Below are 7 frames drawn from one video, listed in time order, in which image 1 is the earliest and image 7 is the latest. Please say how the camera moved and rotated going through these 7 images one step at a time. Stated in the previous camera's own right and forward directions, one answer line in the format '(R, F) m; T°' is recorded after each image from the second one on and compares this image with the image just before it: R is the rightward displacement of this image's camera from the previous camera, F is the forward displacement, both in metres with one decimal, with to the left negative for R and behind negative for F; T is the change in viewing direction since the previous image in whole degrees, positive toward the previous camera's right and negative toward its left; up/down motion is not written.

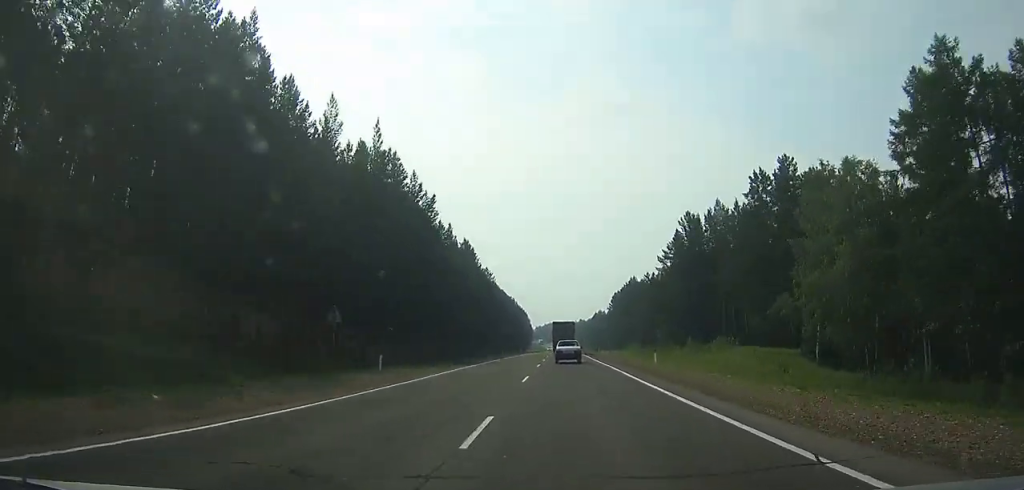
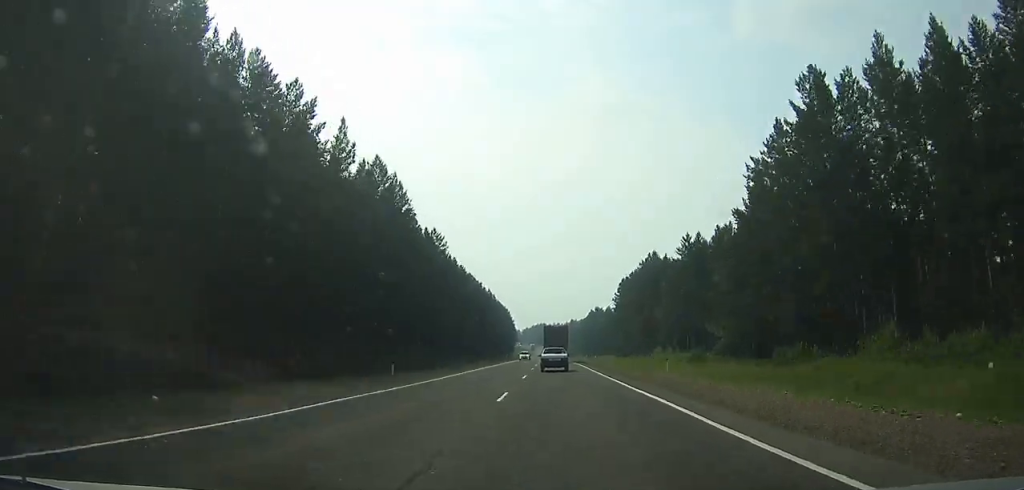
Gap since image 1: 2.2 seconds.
(+0.2, +54.4) m; 0°
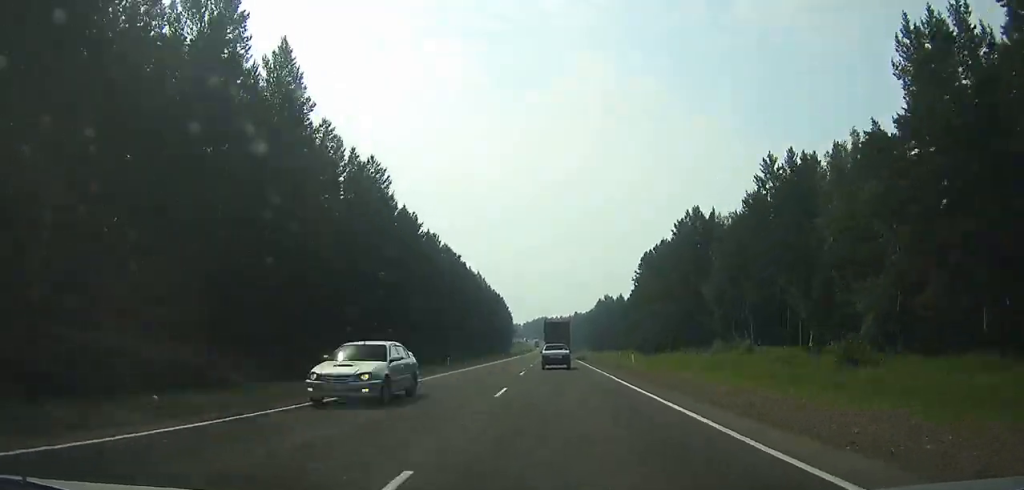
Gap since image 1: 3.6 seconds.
(+0.1, +34.5) m; 0°
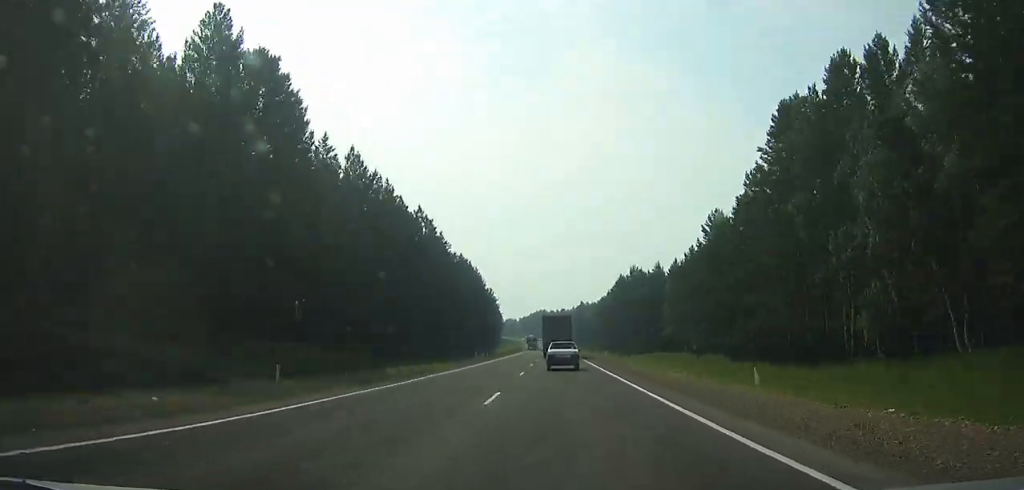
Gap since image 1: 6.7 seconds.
(0.0, +73.7) m; 0°
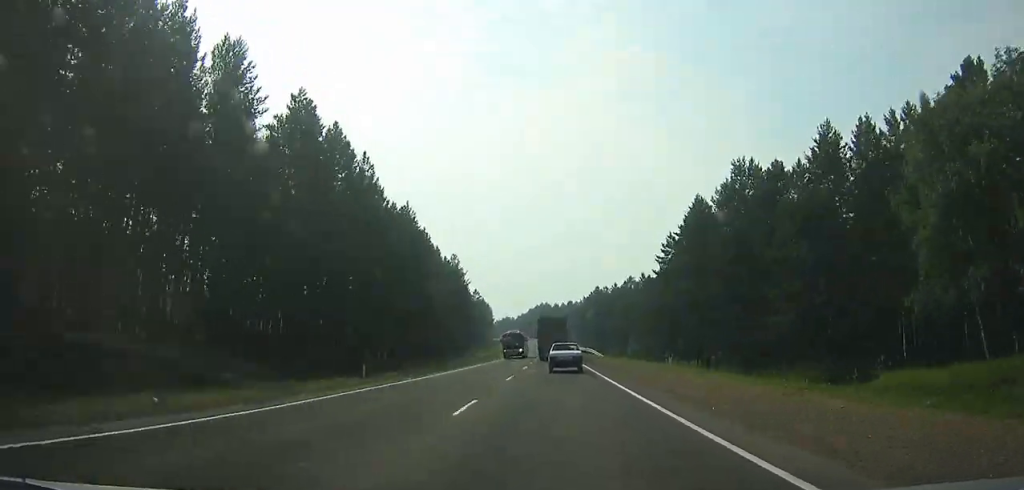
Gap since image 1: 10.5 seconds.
(+0.1, +86.6) m; 0°
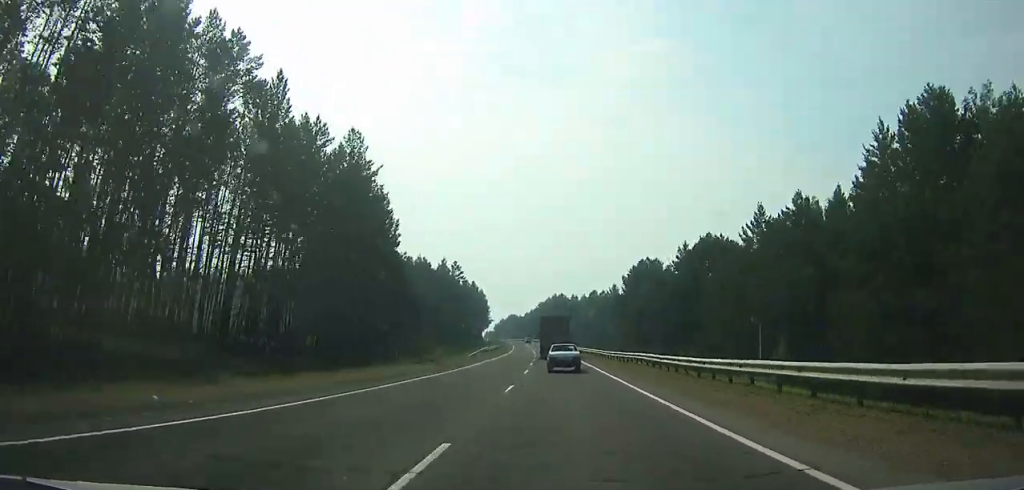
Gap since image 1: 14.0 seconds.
(-0.5, +82.1) m; -1°
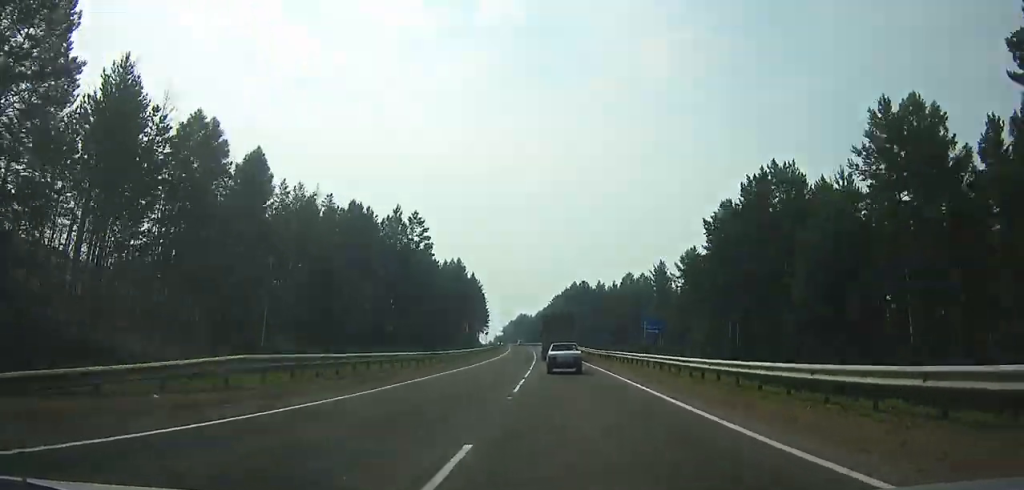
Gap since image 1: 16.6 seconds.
(-0.6, +65.1) m; -1°
